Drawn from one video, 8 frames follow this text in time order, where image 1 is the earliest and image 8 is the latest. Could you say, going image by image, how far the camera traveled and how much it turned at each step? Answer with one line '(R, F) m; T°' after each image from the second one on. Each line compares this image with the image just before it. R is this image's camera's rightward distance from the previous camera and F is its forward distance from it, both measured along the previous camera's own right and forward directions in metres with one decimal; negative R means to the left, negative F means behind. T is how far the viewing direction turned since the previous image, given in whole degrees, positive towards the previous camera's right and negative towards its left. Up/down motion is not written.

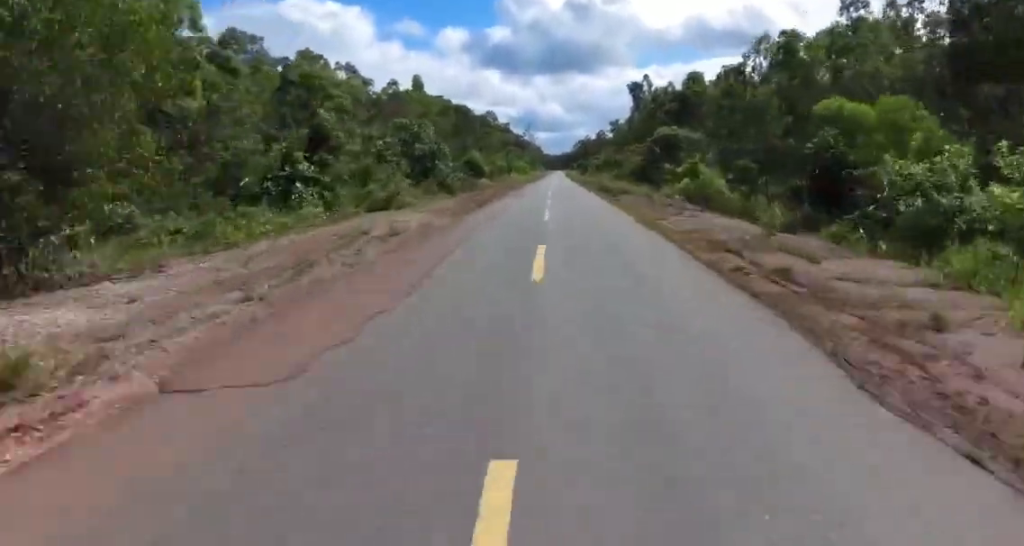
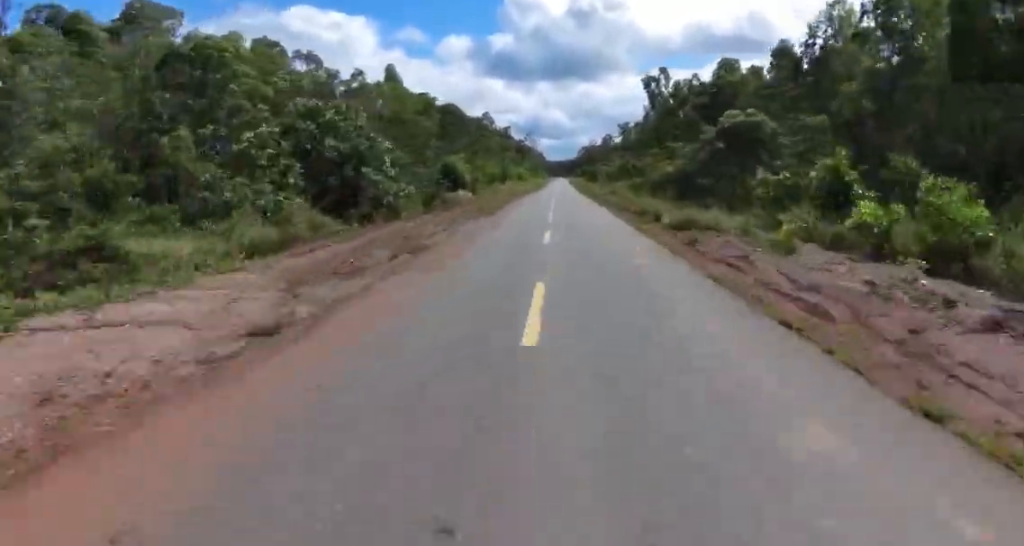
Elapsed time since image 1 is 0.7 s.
(0.0, +19.0) m; 0°
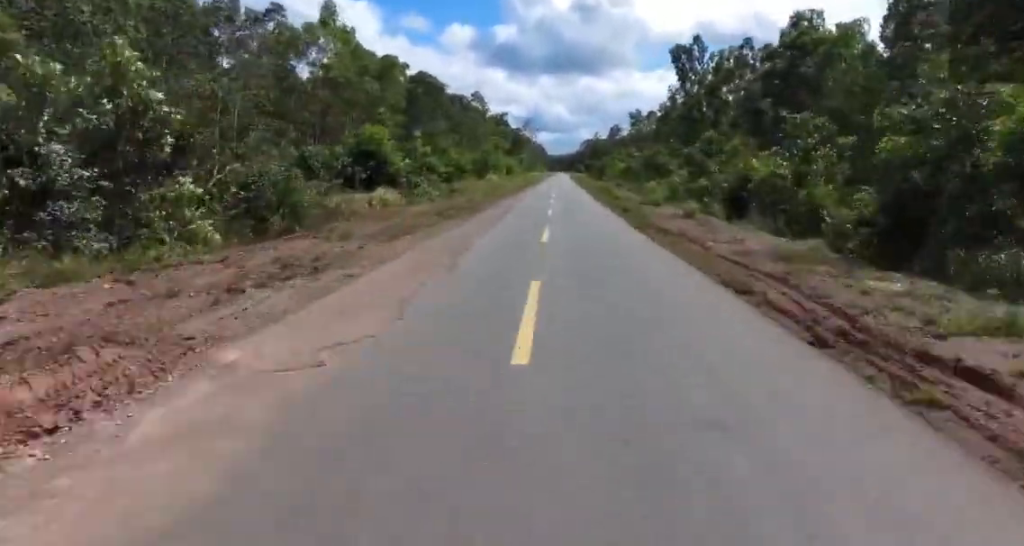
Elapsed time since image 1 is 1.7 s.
(0.0, +26.3) m; 0°
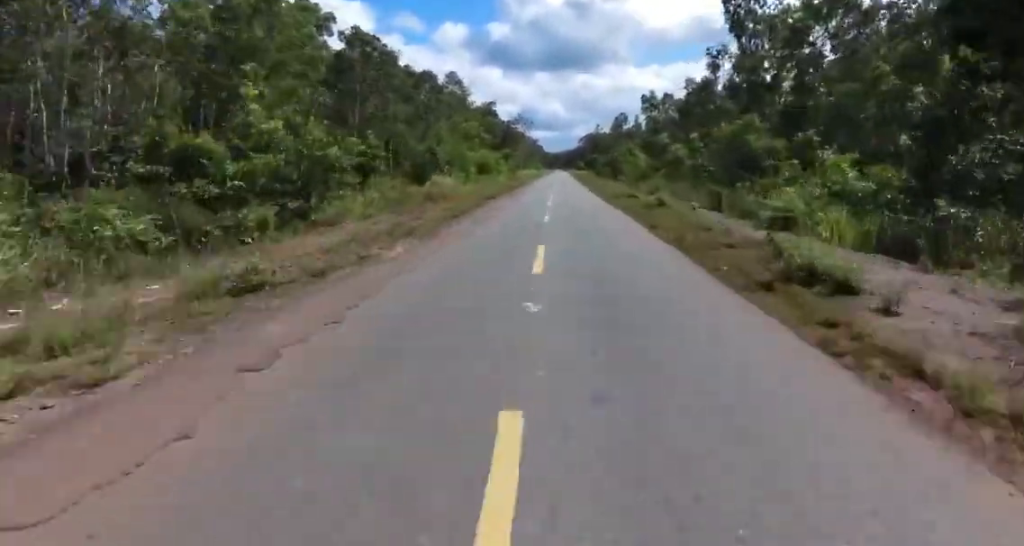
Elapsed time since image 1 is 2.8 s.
(-0.3, +29.7) m; -1°
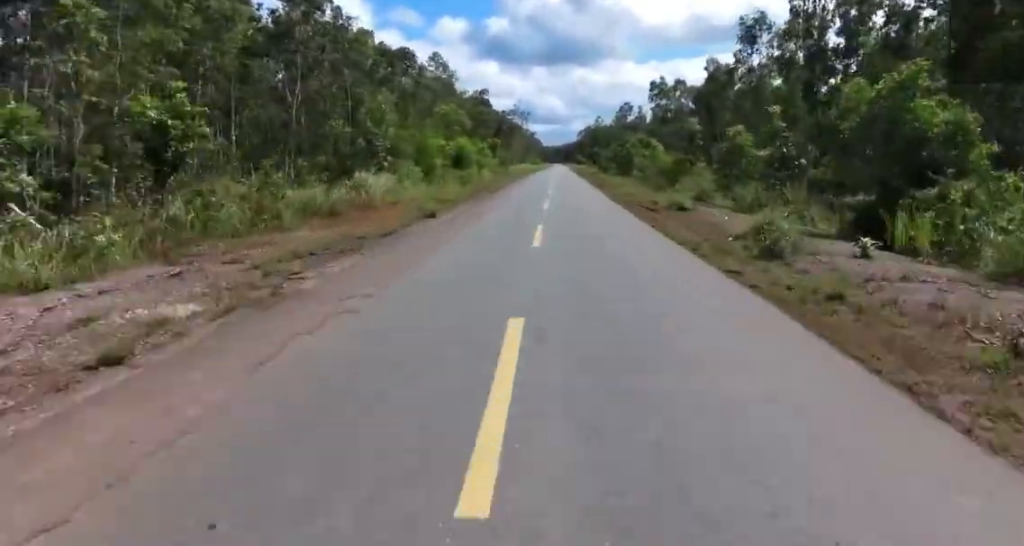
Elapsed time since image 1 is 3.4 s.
(-0.1, +15.3) m; 0°
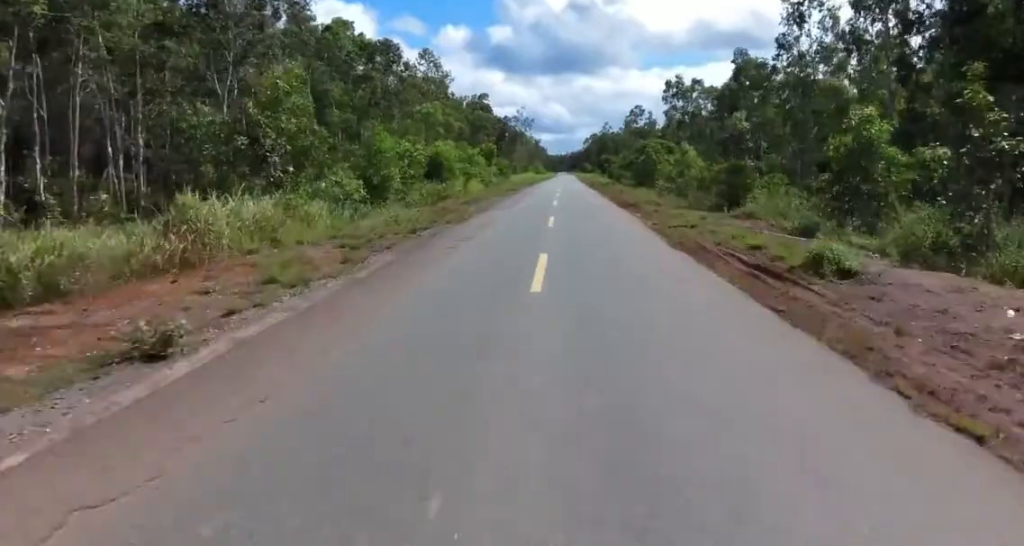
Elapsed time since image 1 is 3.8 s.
(0.0, +11.7) m; +2°
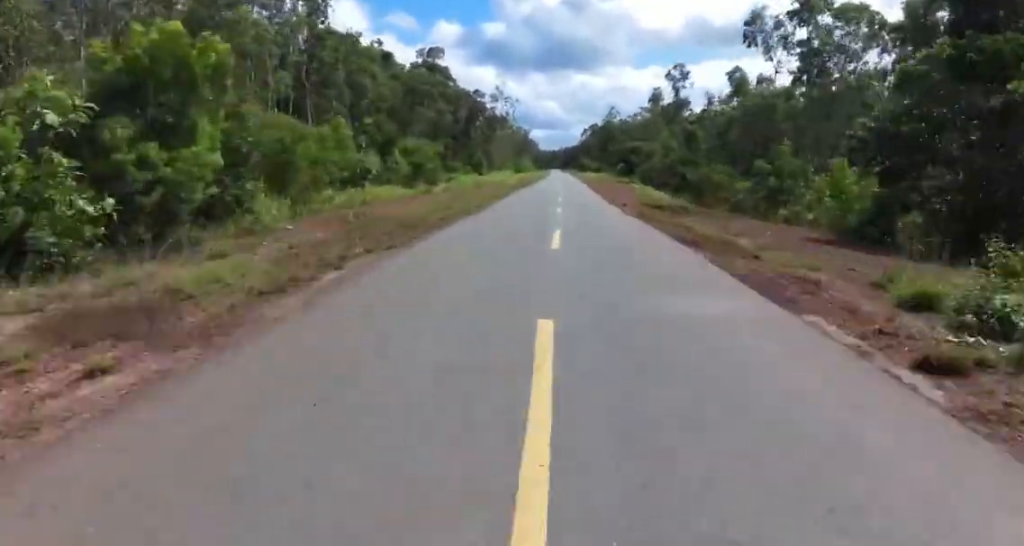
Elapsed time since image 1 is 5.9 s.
(+1.4, +55.7) m; 0°
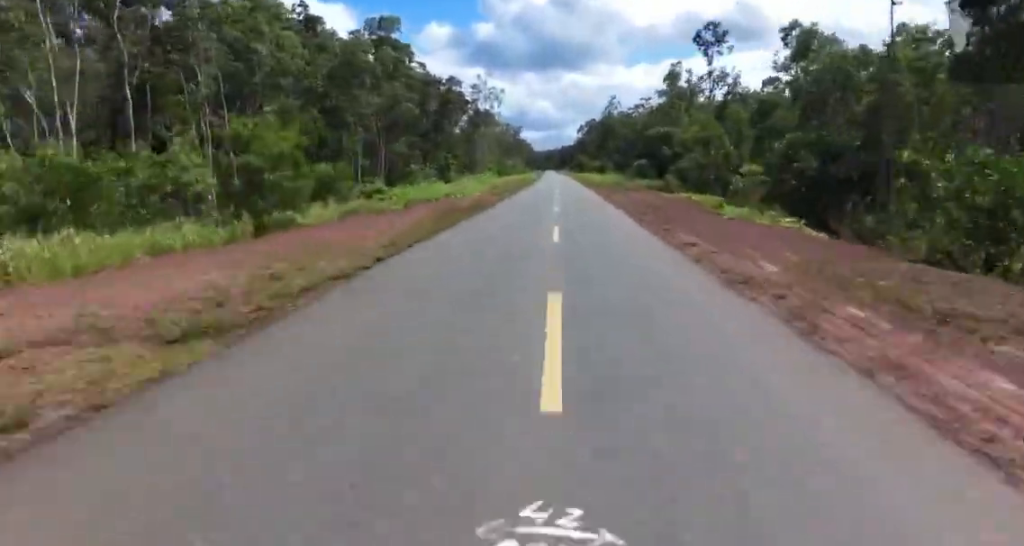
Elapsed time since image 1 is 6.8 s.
(-0.5, +23.5) m; 0°
